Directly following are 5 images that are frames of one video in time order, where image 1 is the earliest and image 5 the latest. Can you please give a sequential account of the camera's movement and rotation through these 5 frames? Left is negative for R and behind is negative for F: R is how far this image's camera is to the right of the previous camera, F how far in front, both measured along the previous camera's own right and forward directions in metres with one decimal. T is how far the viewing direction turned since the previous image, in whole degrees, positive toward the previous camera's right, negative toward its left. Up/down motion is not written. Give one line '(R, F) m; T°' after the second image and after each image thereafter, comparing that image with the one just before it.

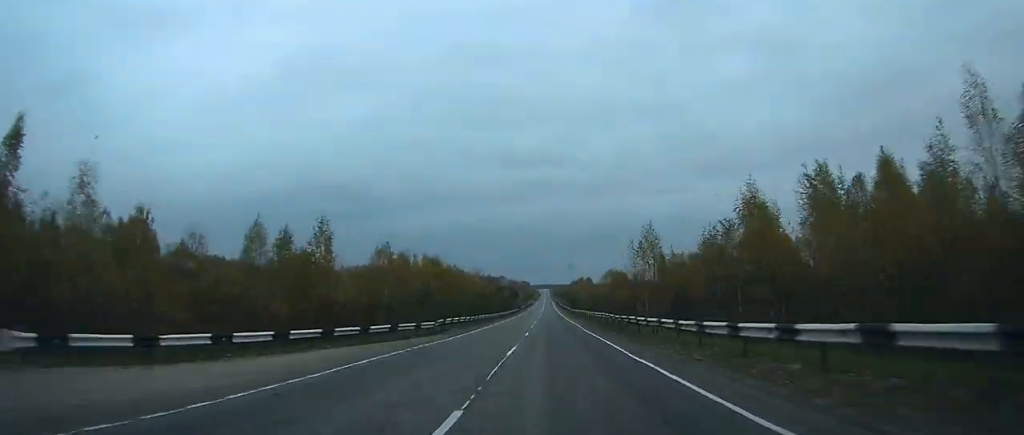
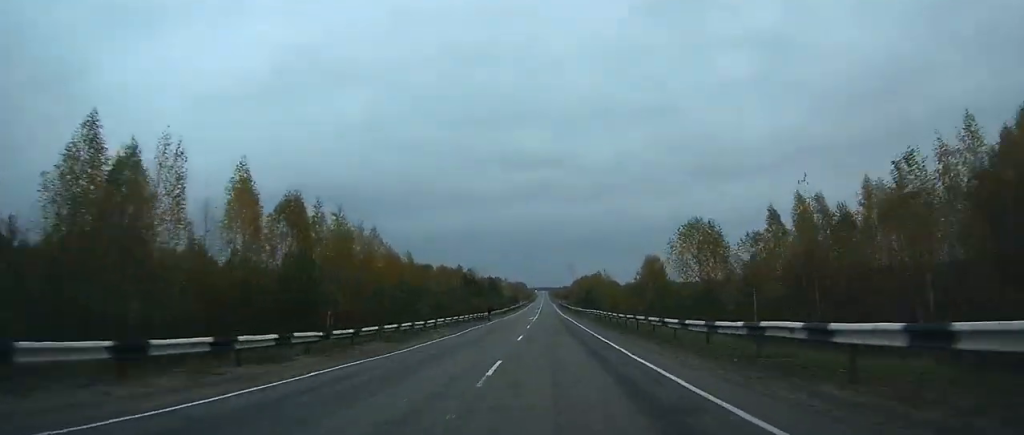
(+0.1, +63.5) m; 0°
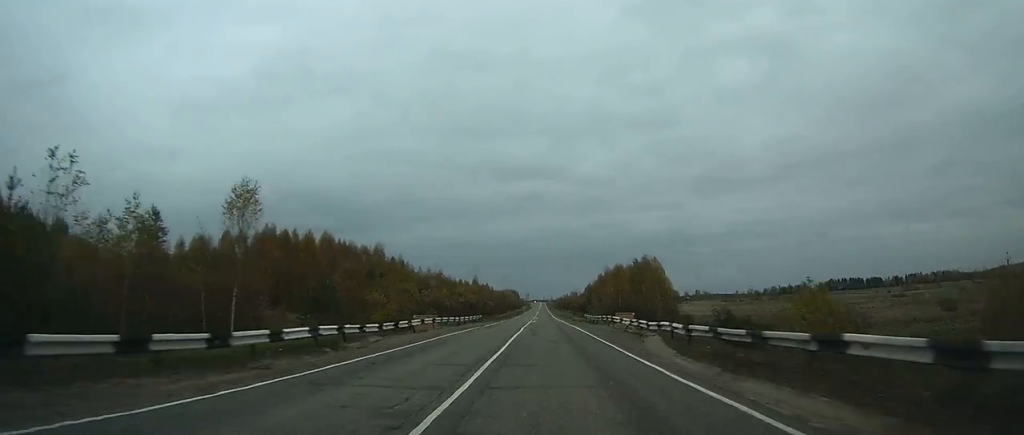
(-0.5, +157.3) m; 0°
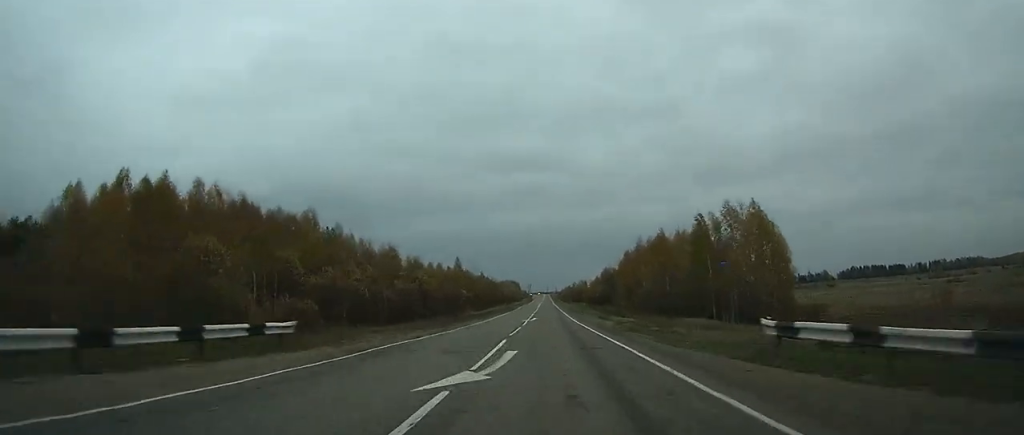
(0.0, +54.6) m; 0°
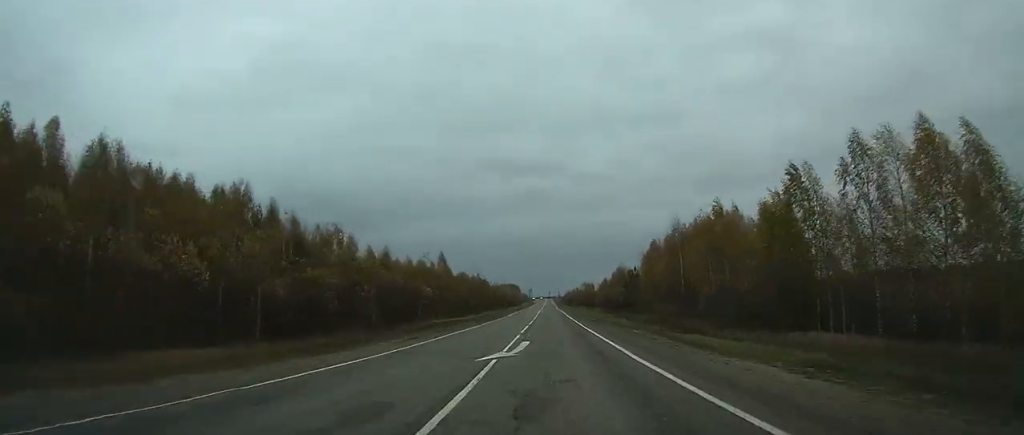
(-0.1, +29.5) m; 0°
